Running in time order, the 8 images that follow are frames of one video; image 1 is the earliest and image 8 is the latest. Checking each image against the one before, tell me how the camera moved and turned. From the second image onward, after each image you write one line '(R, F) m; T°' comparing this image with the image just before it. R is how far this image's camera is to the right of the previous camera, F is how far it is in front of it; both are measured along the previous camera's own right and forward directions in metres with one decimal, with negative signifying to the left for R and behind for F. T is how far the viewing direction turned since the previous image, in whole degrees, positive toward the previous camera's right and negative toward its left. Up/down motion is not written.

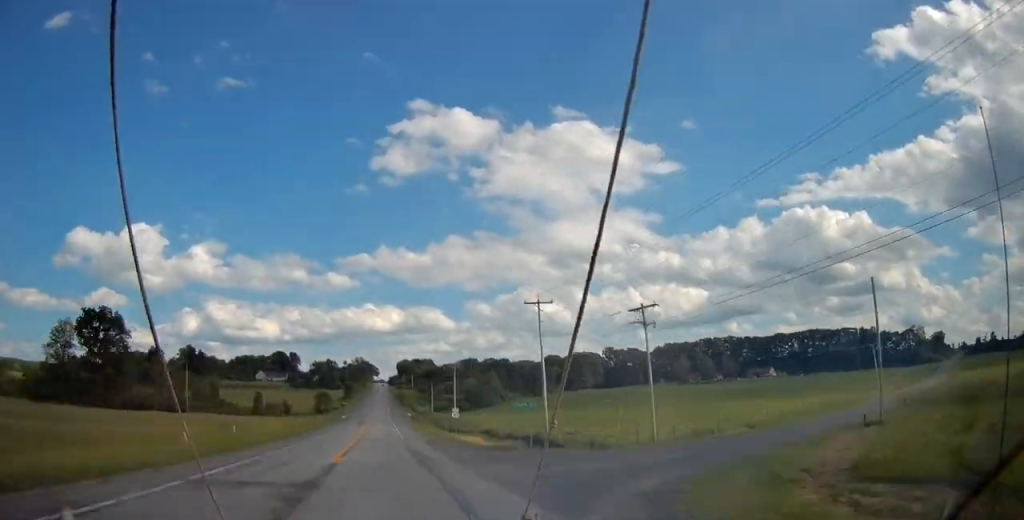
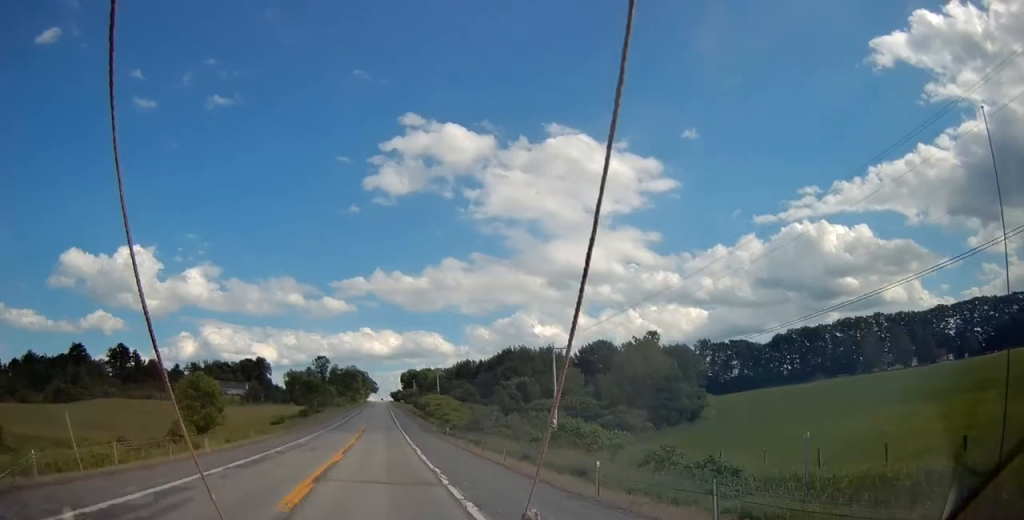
(+0.5, +130.5) m; 0°
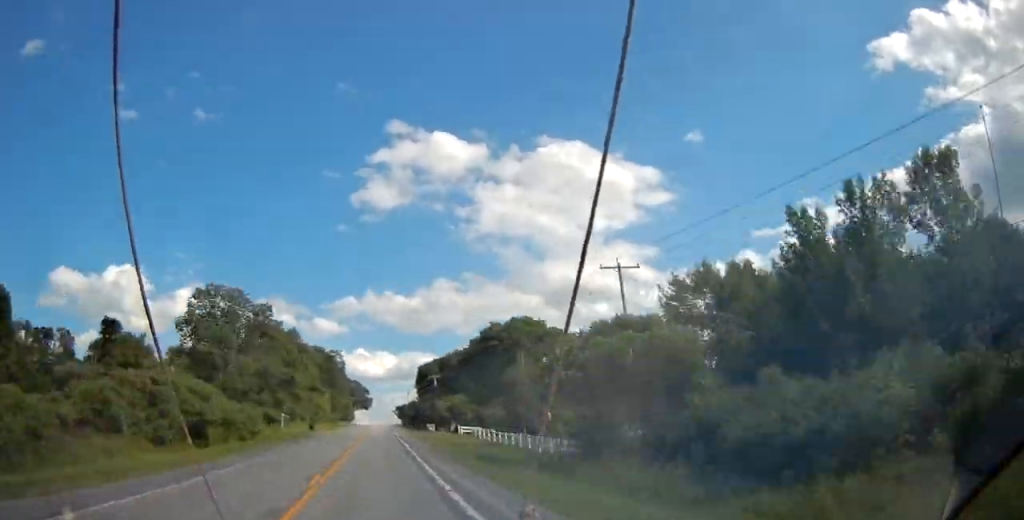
(-0.6, +208.5) m; 0°
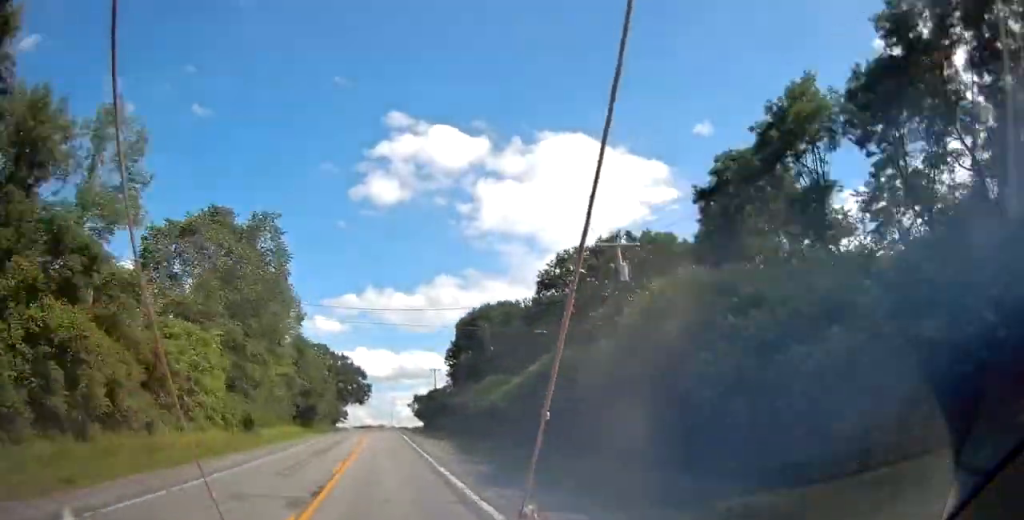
(-0.1, +90.9) m; -1°
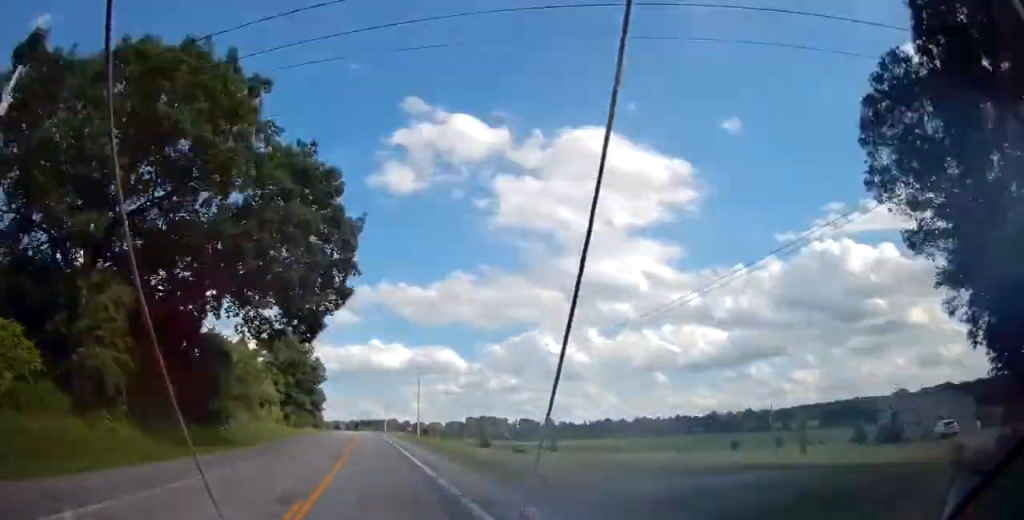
(-1.1, +115.4) m; -2°
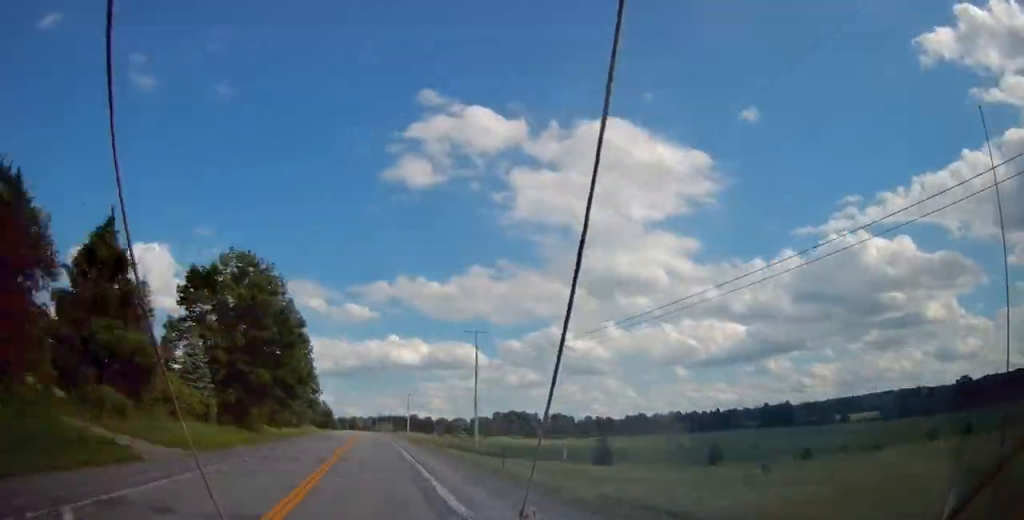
(+0.3, +46.6) m; -1°
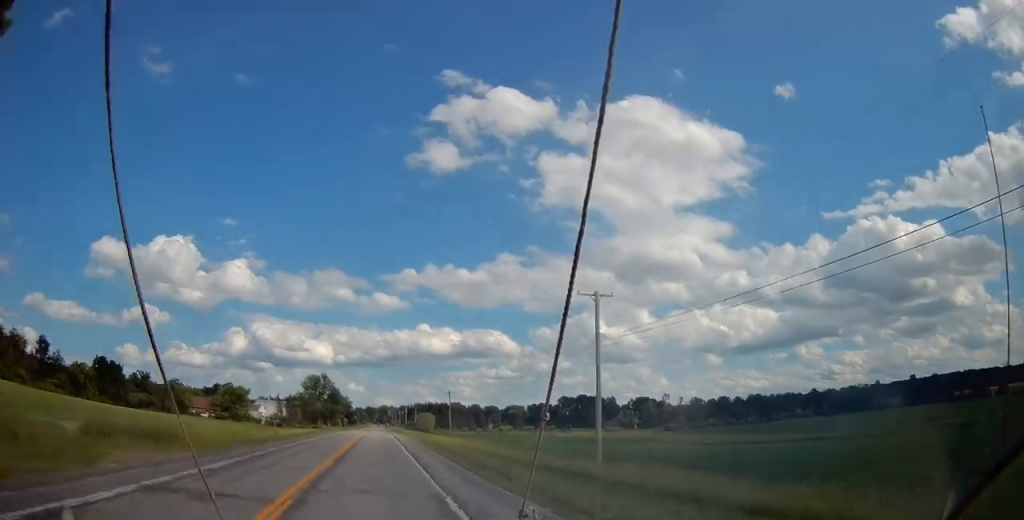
(-3.7, +118.0) m; -2°
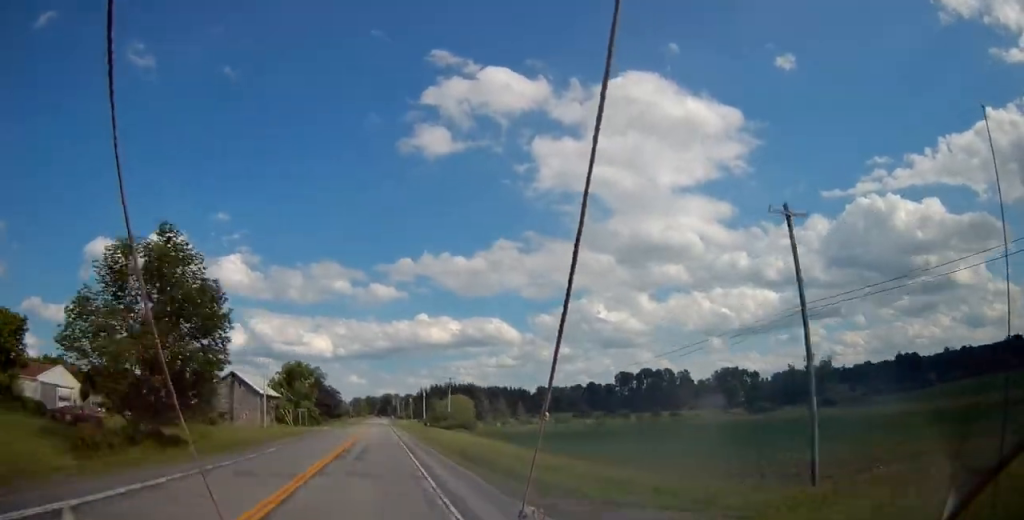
(-0.3, +111.1) m; 0°
